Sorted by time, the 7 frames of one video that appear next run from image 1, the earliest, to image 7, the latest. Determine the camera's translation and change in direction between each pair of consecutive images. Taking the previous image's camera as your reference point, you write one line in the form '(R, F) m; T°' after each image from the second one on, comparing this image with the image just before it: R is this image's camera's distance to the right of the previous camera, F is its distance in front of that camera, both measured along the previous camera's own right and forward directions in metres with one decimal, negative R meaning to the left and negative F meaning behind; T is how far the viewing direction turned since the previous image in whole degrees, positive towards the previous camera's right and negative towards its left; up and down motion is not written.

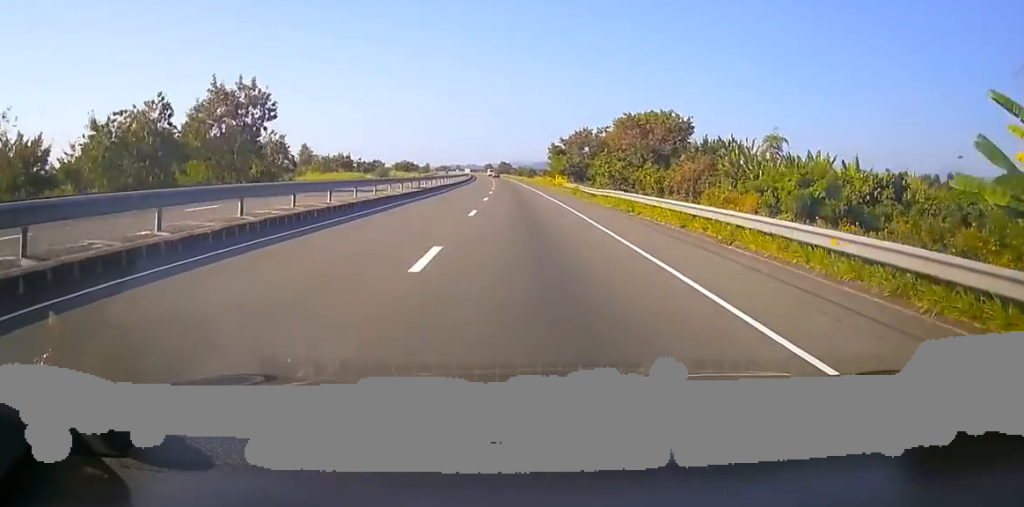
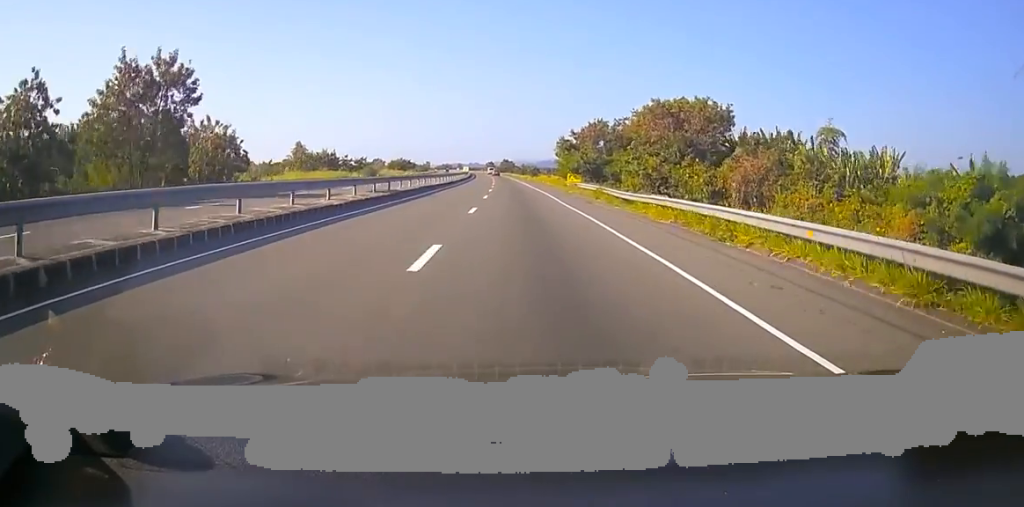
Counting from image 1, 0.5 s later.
(-0.5, +12.3) m; 0°
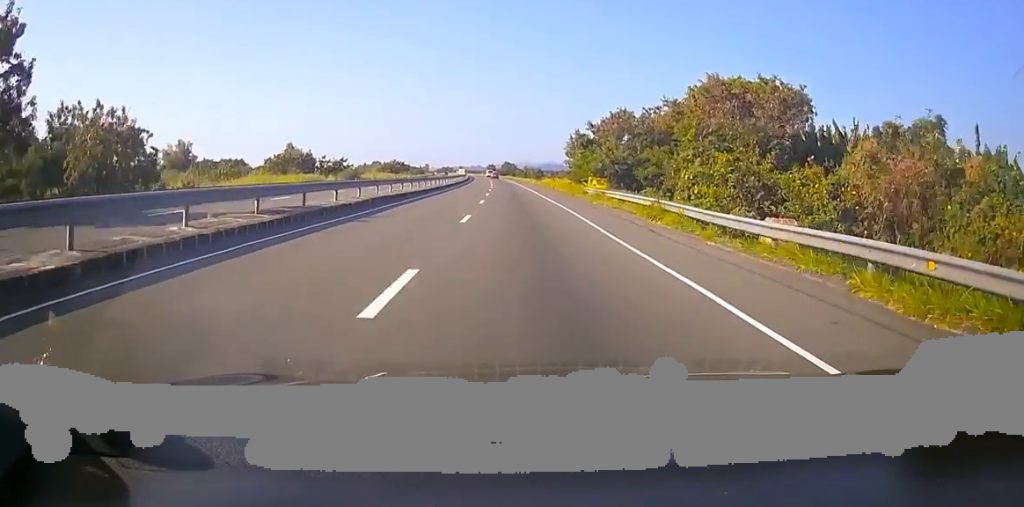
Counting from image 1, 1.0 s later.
(+0.4, +14.8) m; +1°
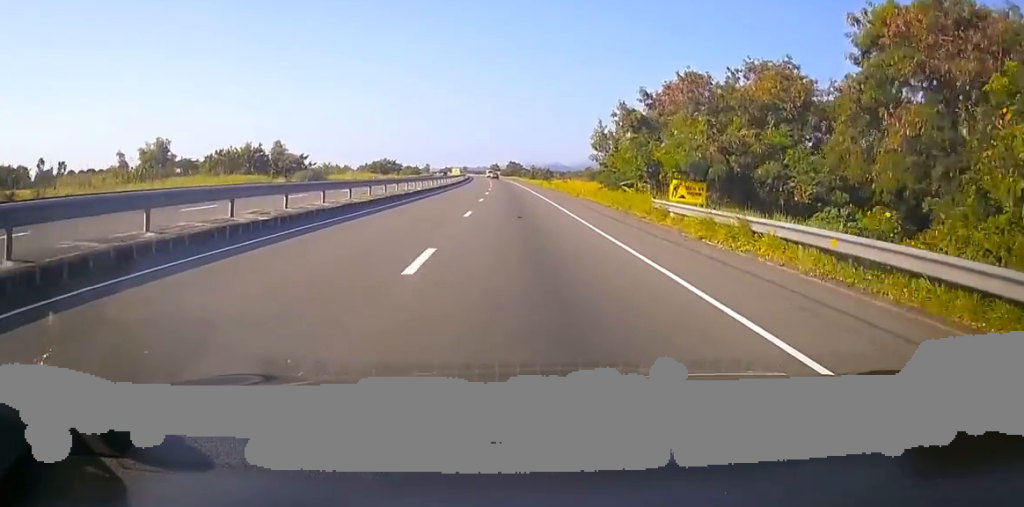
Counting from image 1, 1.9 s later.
(+0.5, +21.6) m; +1°
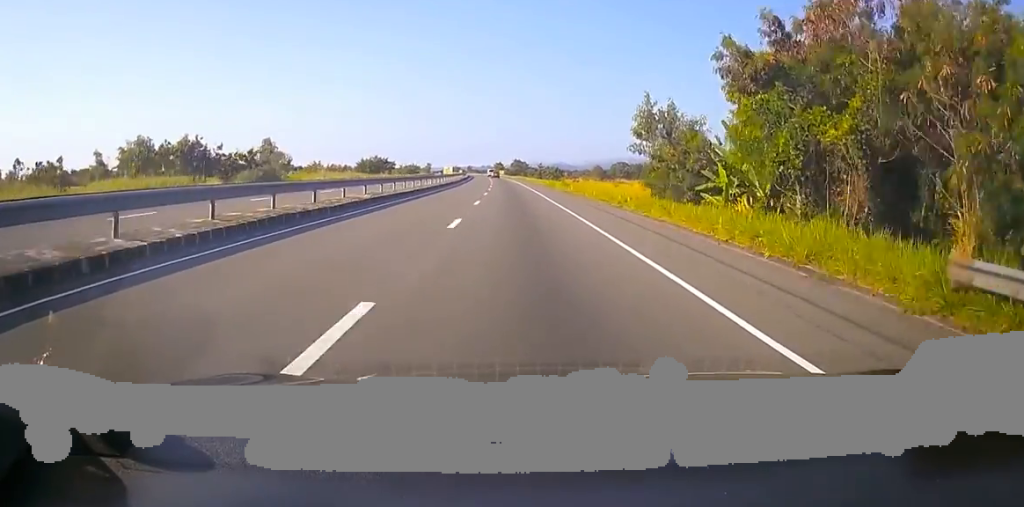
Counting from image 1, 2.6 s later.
(+0.2, +18.0) m; -1°
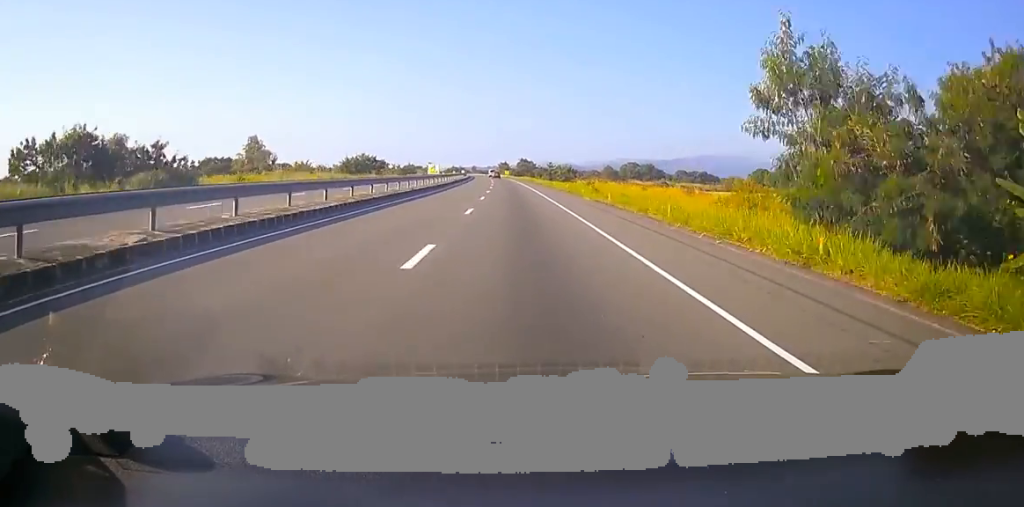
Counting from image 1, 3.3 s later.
(-0.6, +18.7) m; 0°
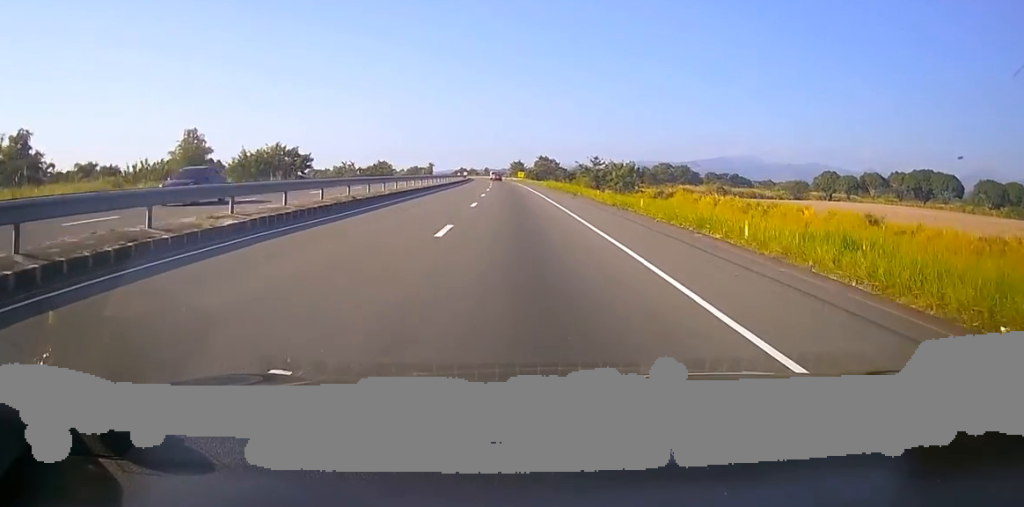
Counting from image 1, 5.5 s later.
(-2.3, +56.0) m; -3°
